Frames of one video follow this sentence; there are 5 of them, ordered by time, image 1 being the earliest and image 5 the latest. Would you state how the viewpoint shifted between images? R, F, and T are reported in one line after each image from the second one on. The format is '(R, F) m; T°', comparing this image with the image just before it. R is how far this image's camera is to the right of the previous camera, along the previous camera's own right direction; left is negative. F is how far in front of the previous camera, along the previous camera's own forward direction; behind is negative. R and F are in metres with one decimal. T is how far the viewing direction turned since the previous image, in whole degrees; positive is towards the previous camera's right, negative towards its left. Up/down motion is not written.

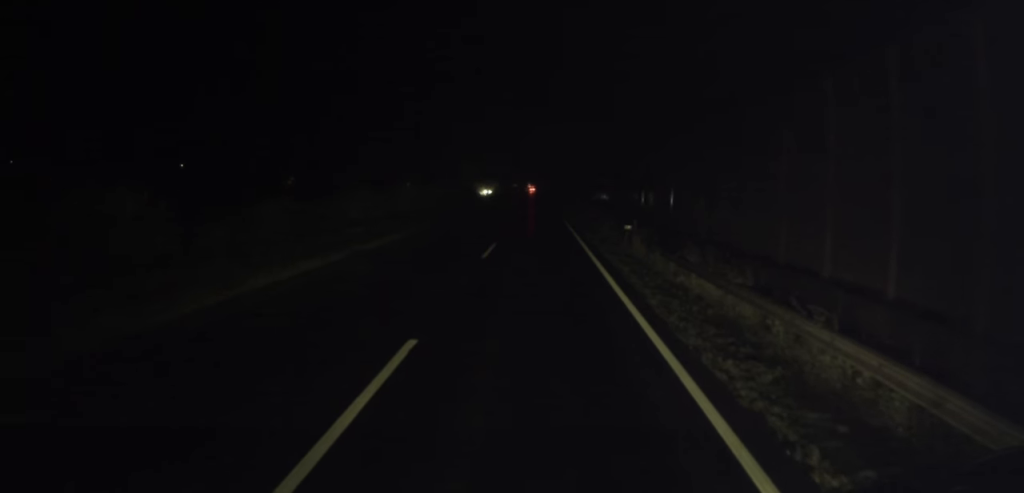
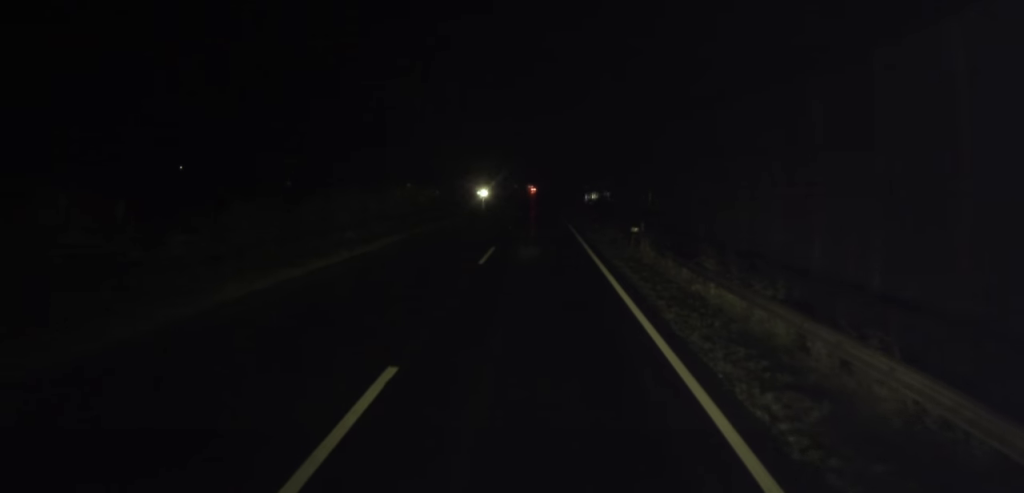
(+0.1, +1.4) m; 0°
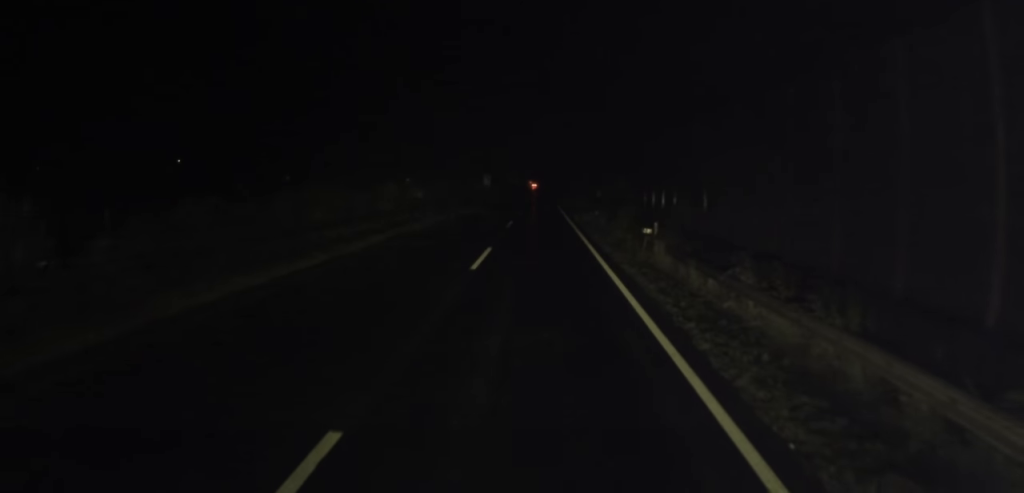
(0.0, +2.4) m; 0°
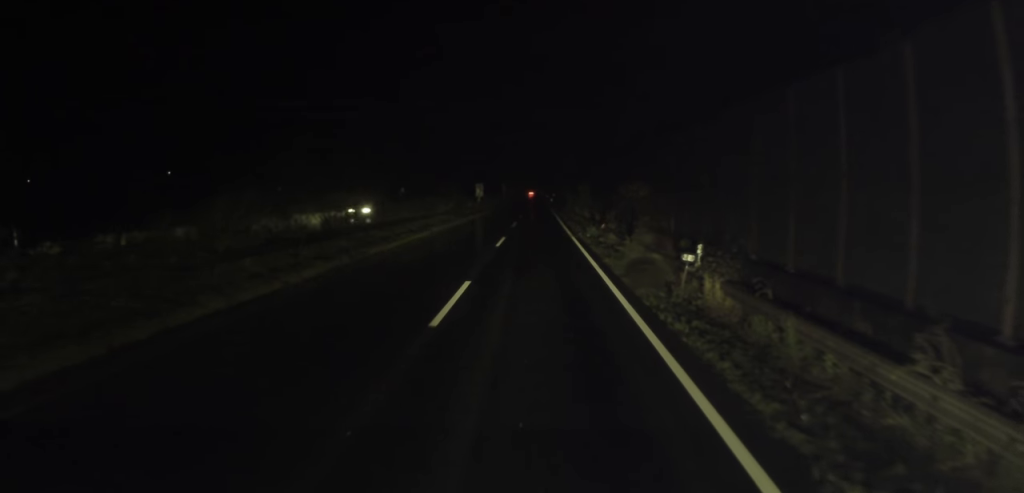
(+0.2, +6.0) m; +3°
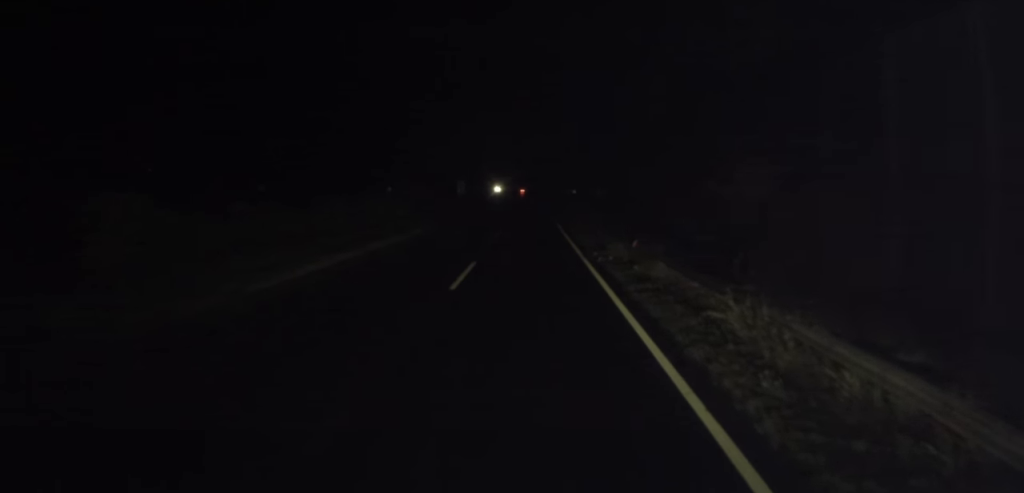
(-0.4, +13.9) m; -2°
